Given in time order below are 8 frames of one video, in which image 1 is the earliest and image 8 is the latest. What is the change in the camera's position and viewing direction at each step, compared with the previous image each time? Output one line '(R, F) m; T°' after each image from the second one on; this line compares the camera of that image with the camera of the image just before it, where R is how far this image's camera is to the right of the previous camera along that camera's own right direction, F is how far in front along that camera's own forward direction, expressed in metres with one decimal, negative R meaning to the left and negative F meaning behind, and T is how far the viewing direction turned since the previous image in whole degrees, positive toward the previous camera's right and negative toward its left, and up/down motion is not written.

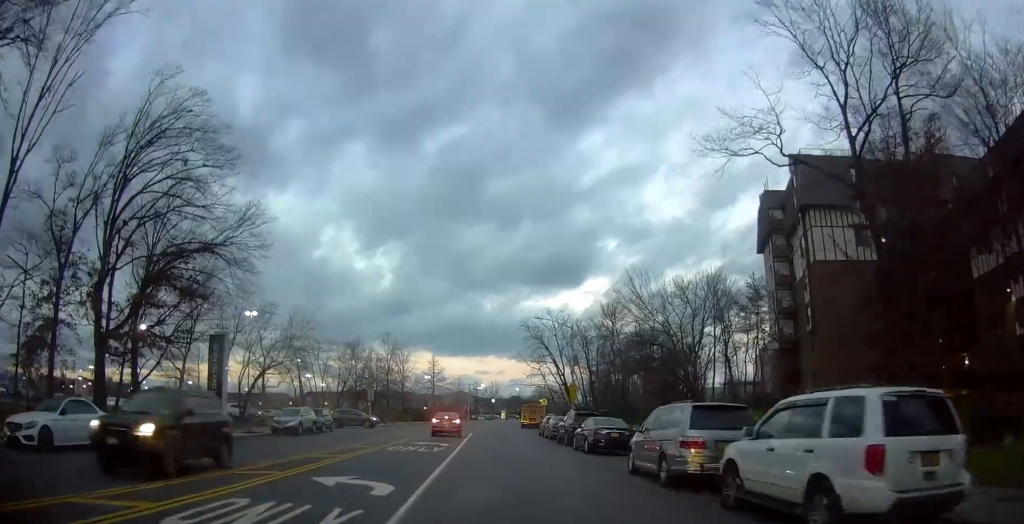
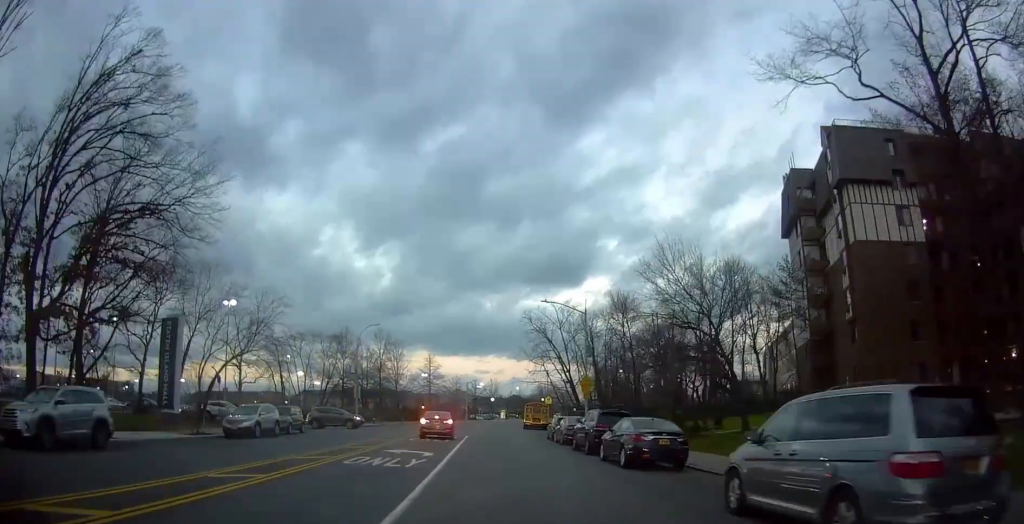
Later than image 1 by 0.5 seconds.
(+0.1, +6.8) m; 0°
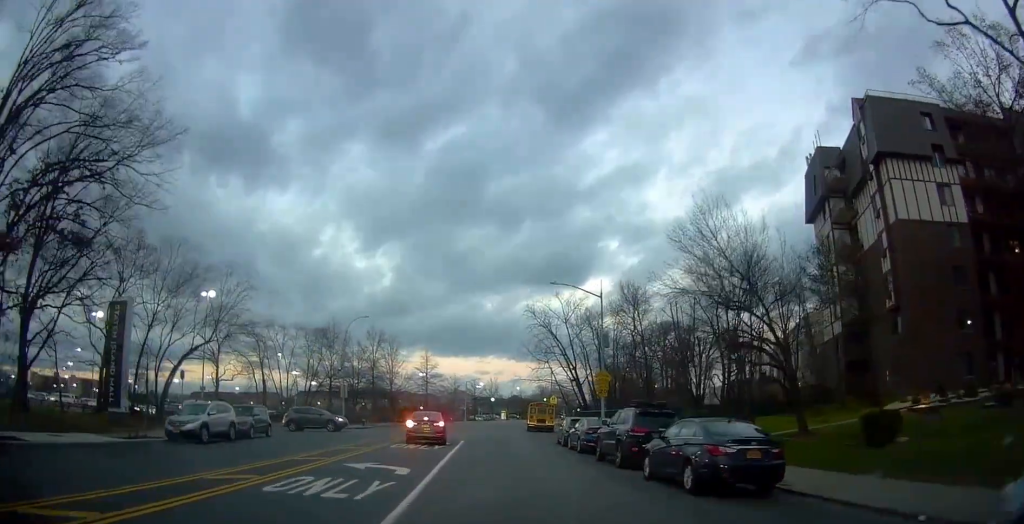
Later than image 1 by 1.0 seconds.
(-0.1, +5.9) m; -1°
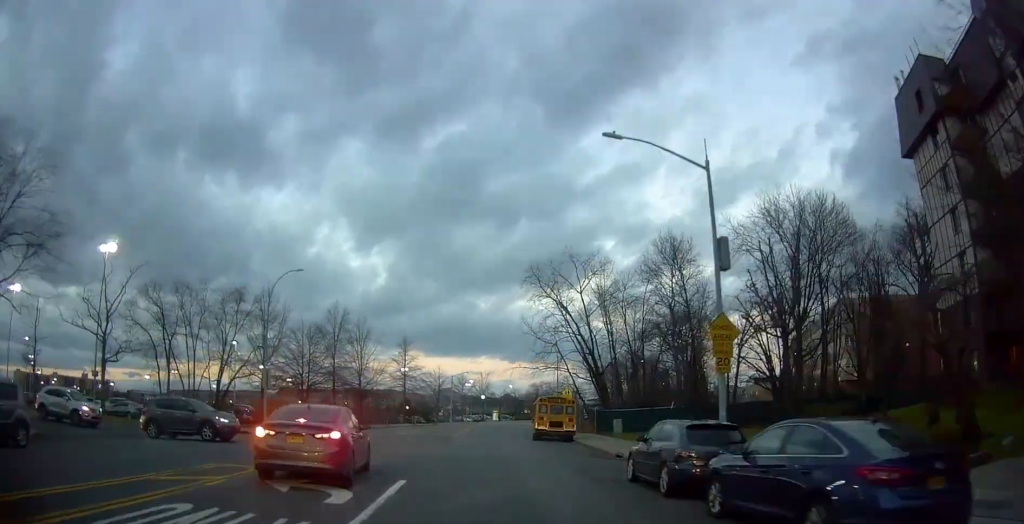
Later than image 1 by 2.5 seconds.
(-0.2, +18.5) m; 0°
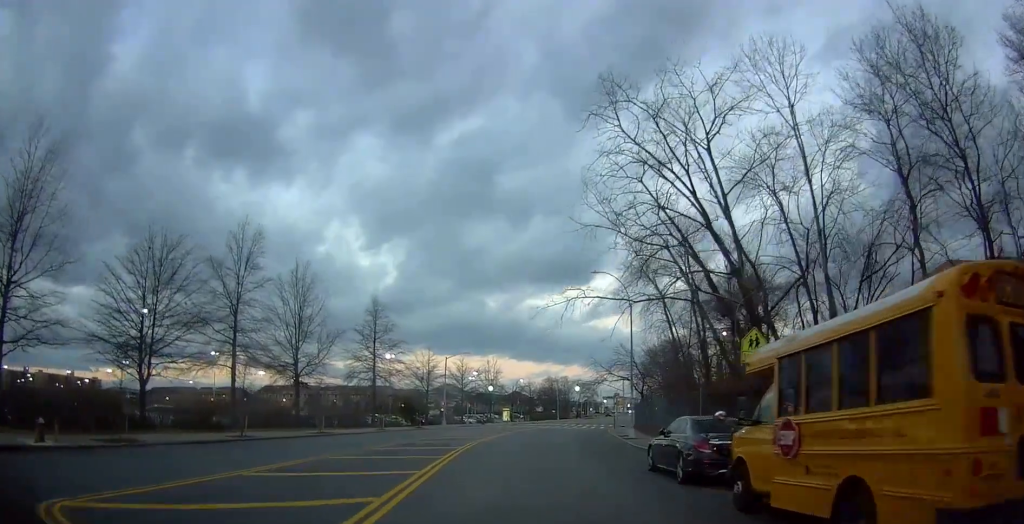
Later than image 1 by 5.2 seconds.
(+0.4, +31.9) m; +1°
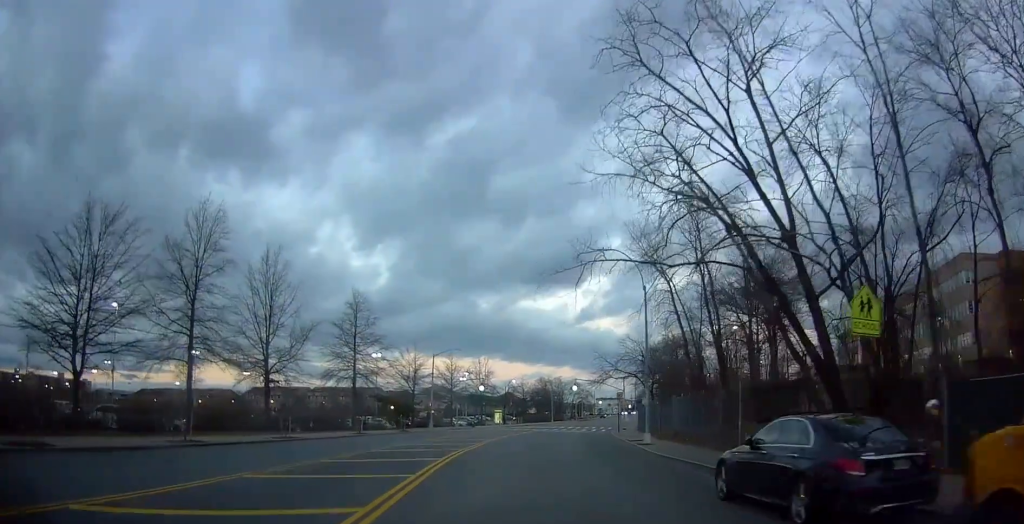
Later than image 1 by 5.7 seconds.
(0.0, +5.5) m; +1°
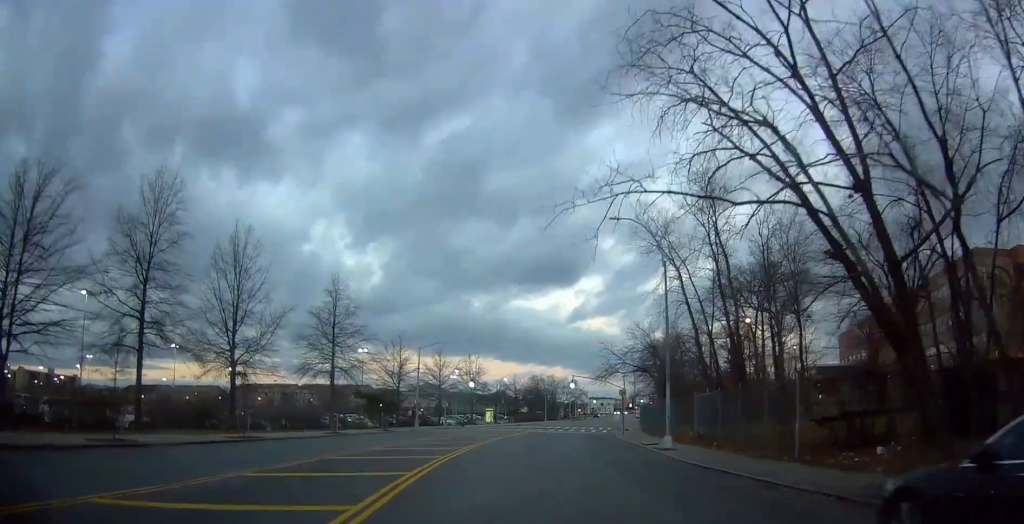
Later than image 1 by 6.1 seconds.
(-0.1, +5.1) m; +1°
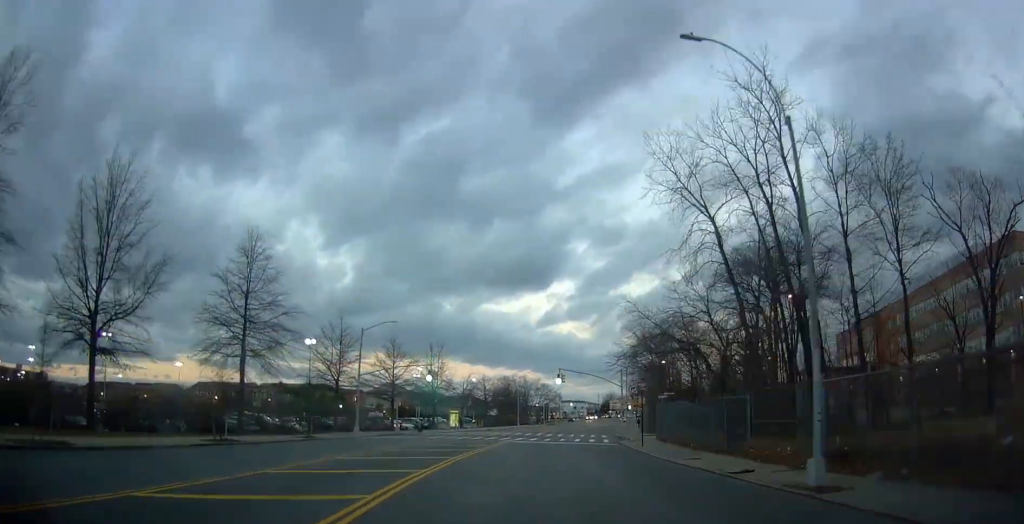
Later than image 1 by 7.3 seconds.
(+0.4, +14.0) m; +3°
